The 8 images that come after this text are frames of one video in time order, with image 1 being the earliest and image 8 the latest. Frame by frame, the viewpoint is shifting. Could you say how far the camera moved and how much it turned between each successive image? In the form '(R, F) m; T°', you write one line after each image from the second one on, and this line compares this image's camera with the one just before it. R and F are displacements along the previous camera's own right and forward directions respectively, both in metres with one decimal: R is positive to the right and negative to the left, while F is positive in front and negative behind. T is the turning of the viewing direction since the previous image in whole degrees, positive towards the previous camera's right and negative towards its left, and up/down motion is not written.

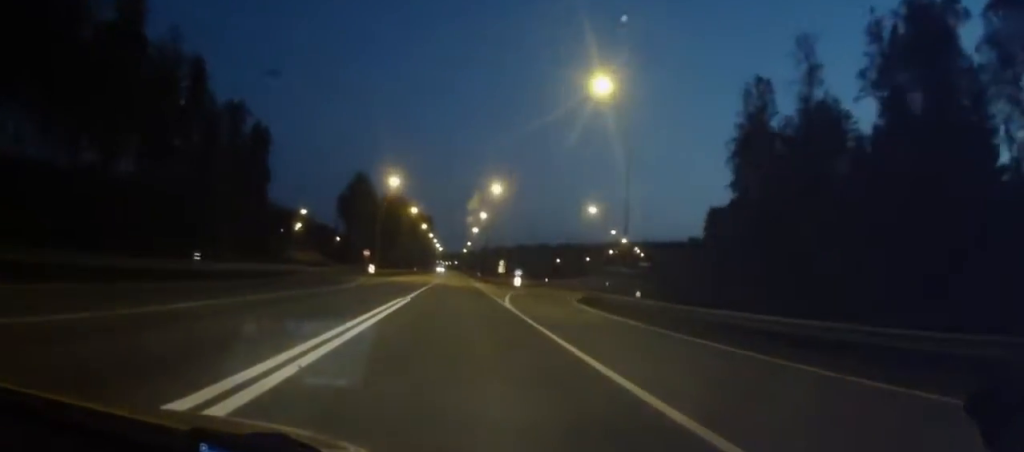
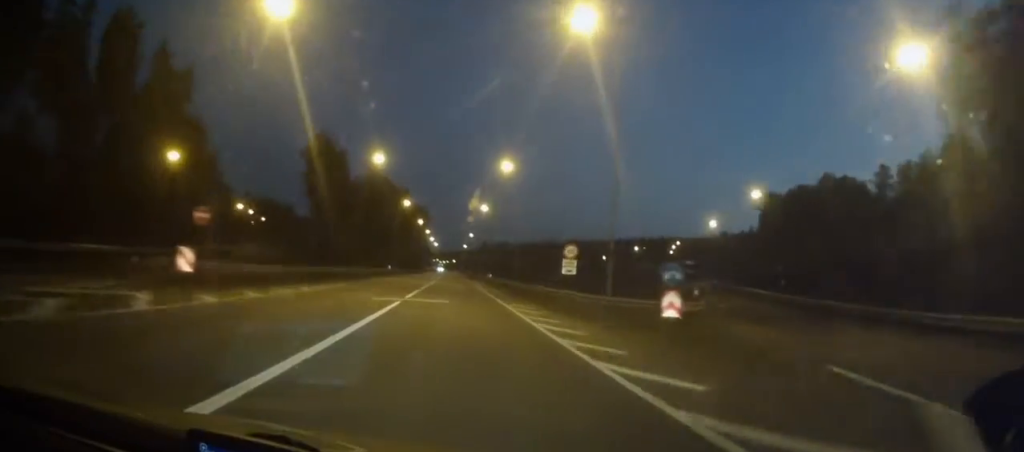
(-0.1, +45.8) m; -1°
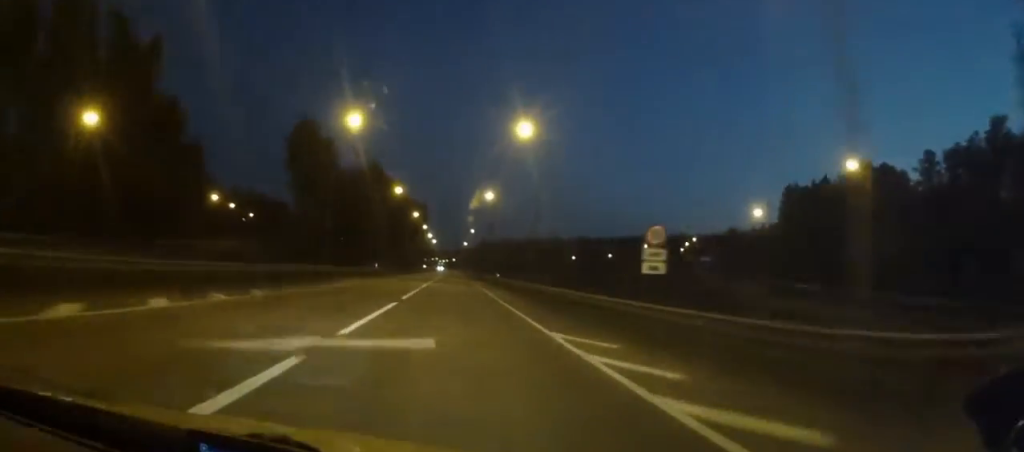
(0.0, +13.4) m; 0°
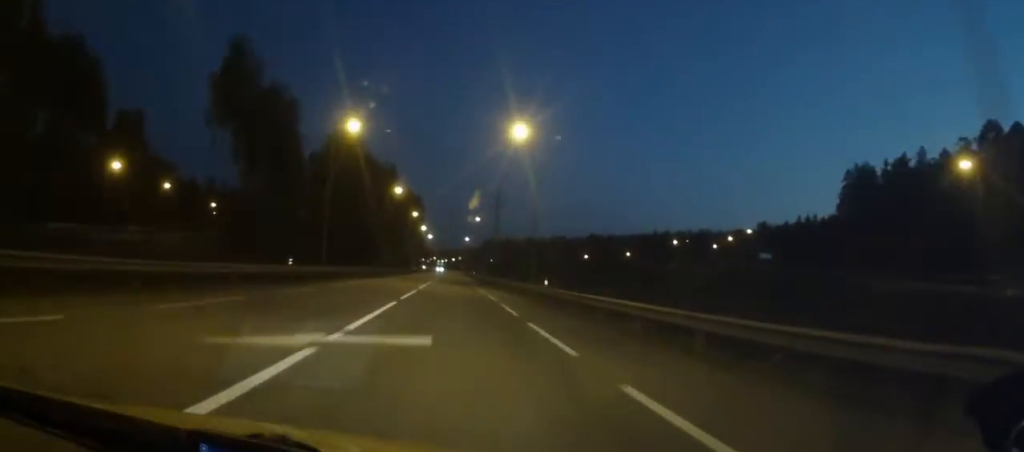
(+0.2, +34.3) m; 0°
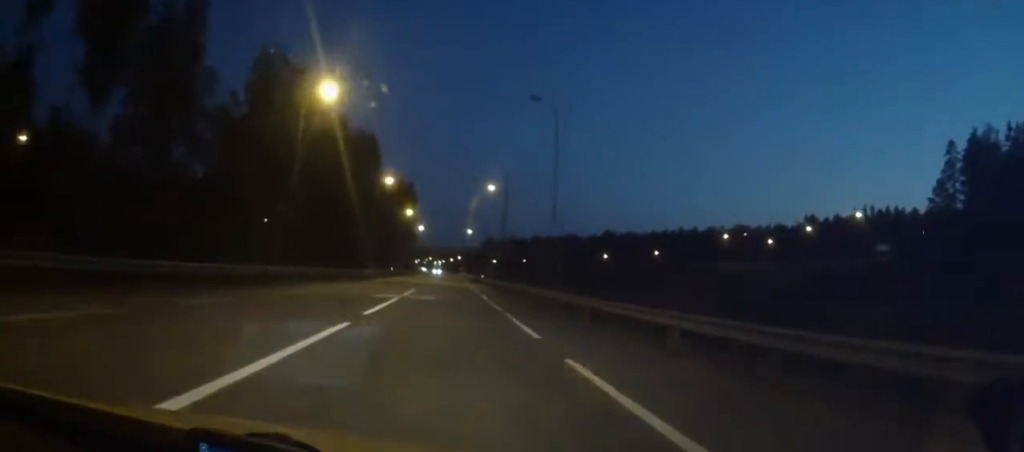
(-0.2, +43.0) m; -1°
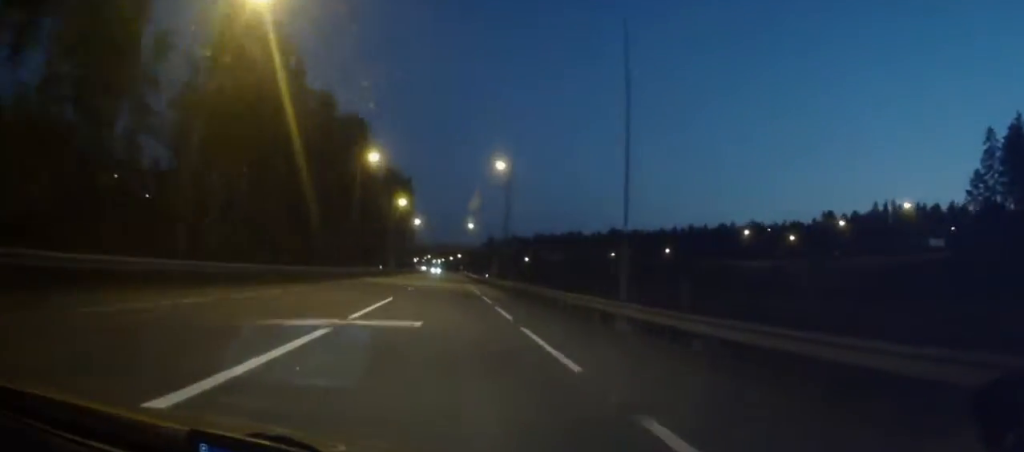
(0.0, +13.4) m; 0°
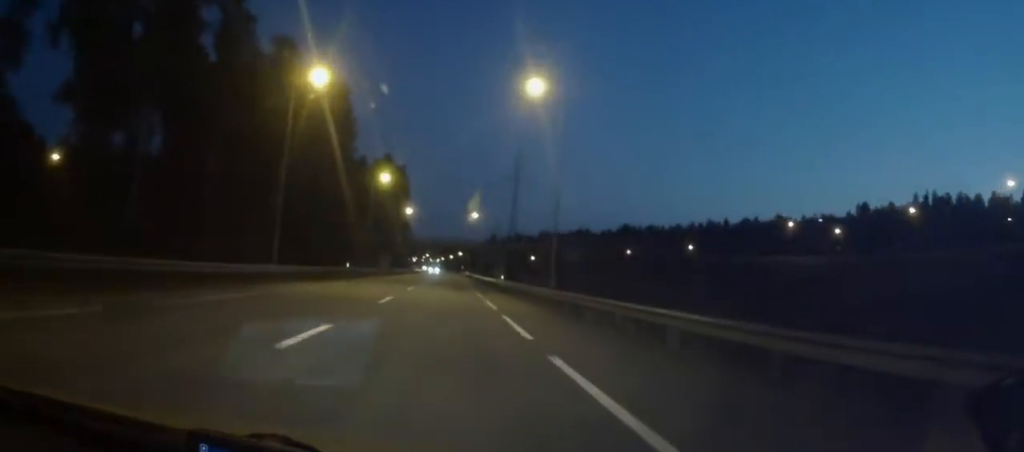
(0.0, +23.0) m; 0°
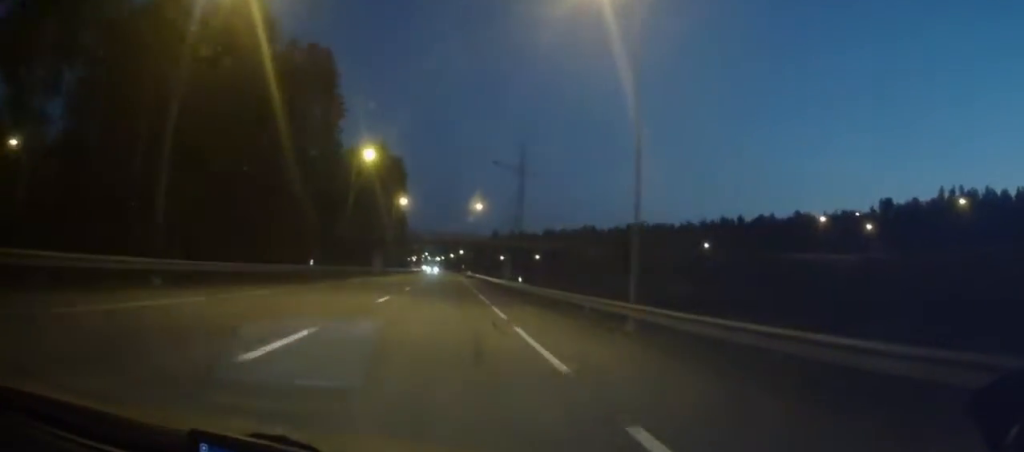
(+0.1, +13.4) m; 0°
